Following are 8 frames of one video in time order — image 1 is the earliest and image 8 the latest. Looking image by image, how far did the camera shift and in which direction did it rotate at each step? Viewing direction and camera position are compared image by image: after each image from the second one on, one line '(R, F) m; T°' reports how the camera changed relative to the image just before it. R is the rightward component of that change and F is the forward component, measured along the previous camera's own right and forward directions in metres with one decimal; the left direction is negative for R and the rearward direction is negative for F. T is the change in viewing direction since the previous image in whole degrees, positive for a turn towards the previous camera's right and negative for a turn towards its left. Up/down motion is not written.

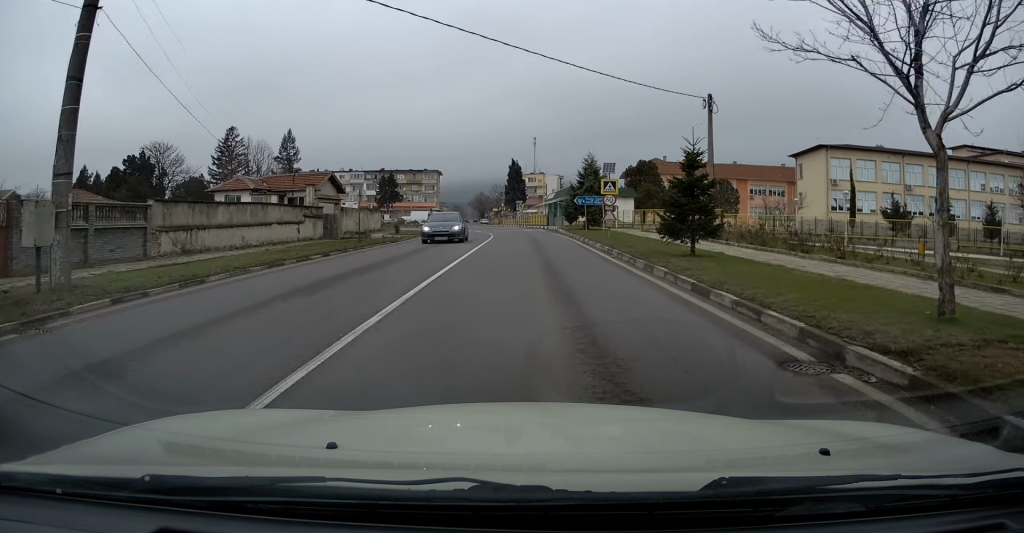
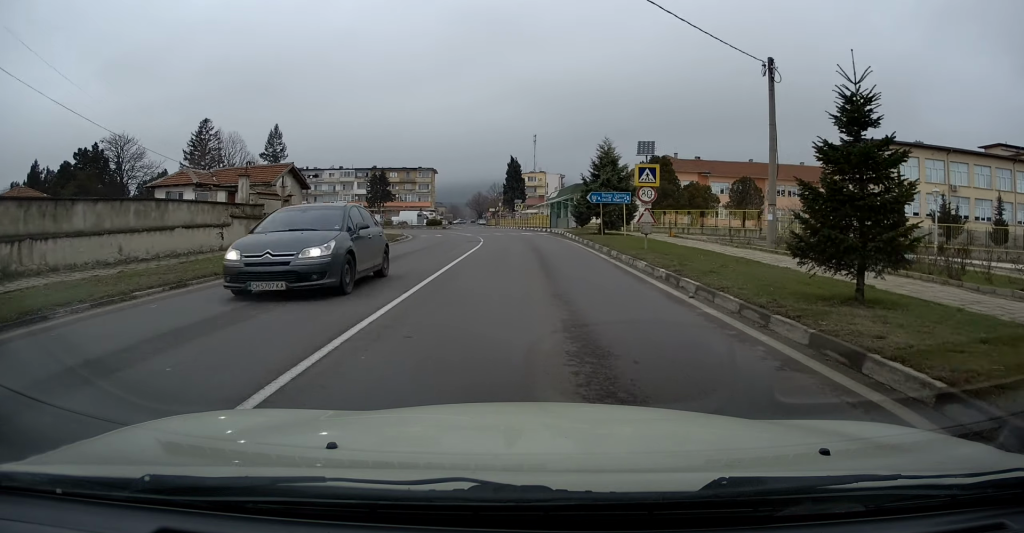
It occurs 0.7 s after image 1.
(+0.1, +8.2) m; 0°
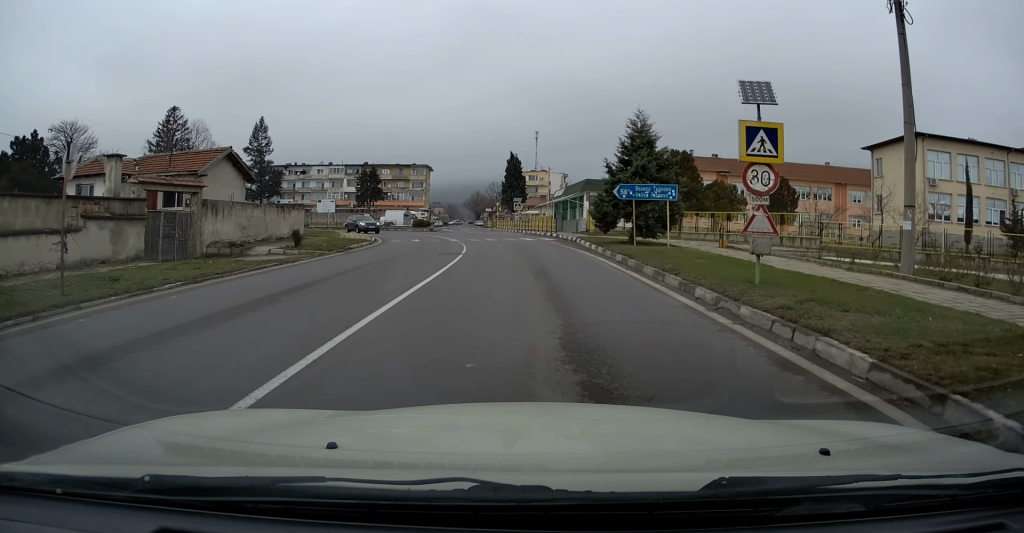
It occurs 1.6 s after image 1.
(0.0, +9.0) m; 0°
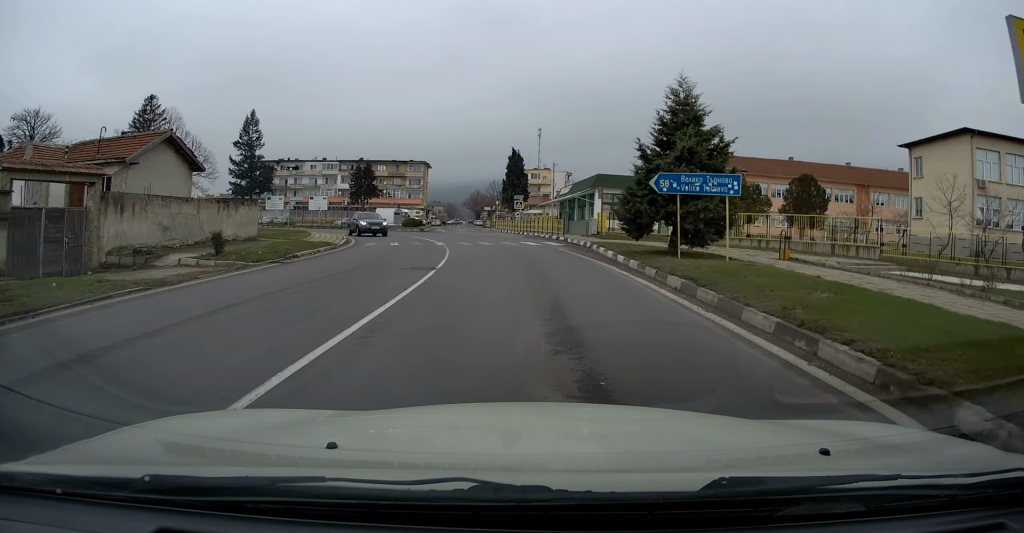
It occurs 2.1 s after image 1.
(-0.1, +6.0) m; 0°
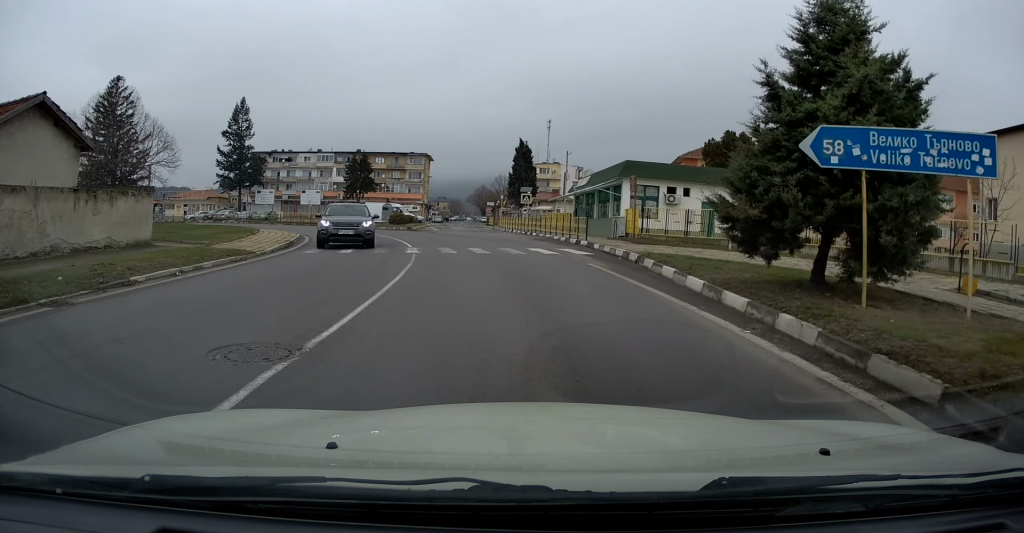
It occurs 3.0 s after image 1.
(0.0, +8.6) m; -2°
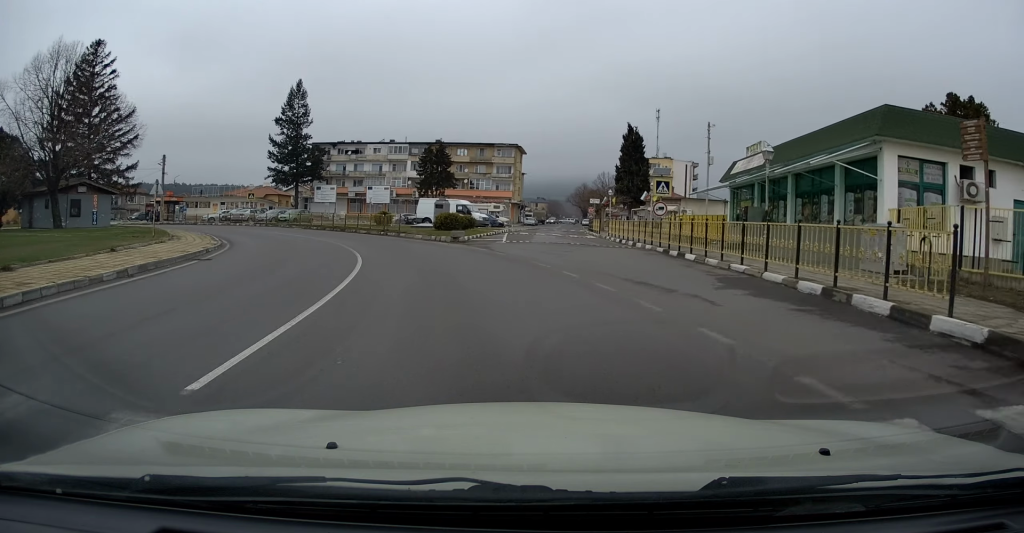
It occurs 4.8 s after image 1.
(-2.0, +18.7) m; -13°
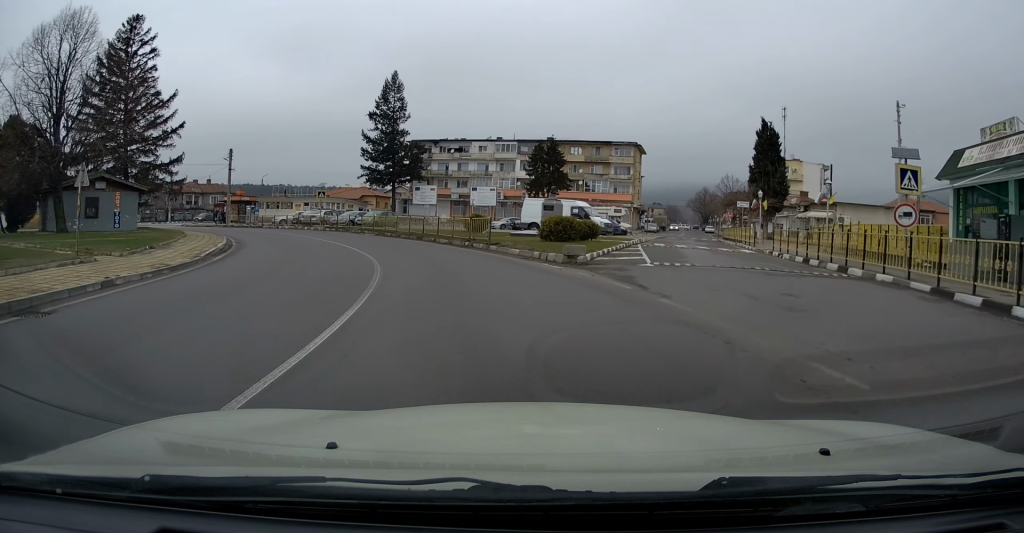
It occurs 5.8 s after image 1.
(-0.6, +9.7) m; -8°
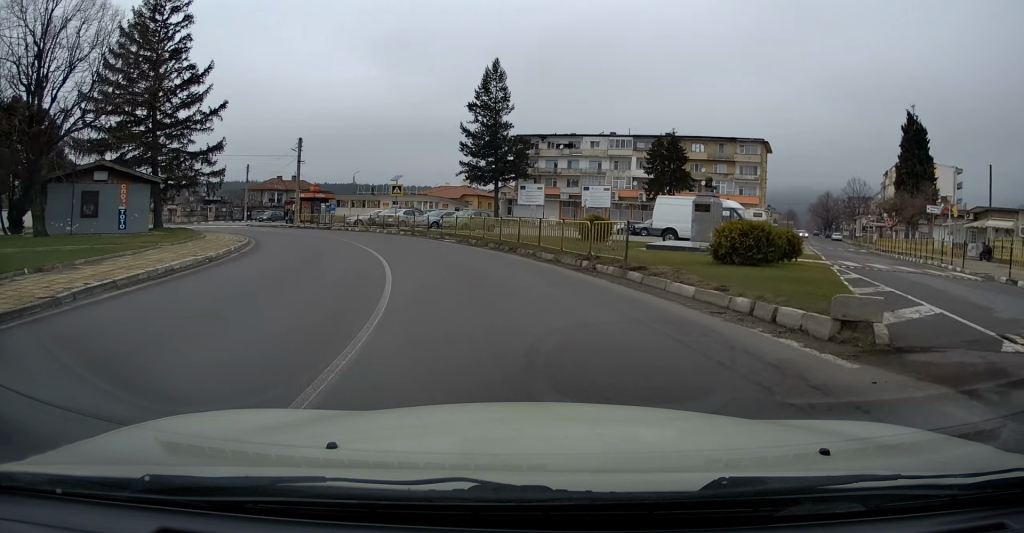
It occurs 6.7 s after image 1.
(-0.7, +9.3) m; -12°
